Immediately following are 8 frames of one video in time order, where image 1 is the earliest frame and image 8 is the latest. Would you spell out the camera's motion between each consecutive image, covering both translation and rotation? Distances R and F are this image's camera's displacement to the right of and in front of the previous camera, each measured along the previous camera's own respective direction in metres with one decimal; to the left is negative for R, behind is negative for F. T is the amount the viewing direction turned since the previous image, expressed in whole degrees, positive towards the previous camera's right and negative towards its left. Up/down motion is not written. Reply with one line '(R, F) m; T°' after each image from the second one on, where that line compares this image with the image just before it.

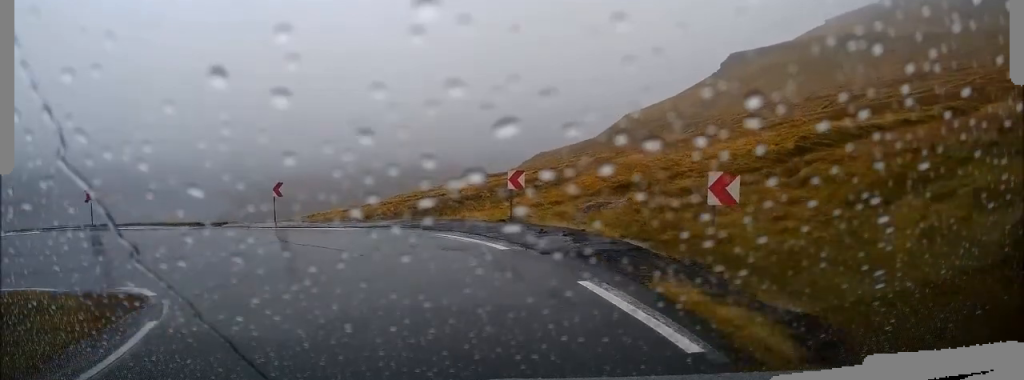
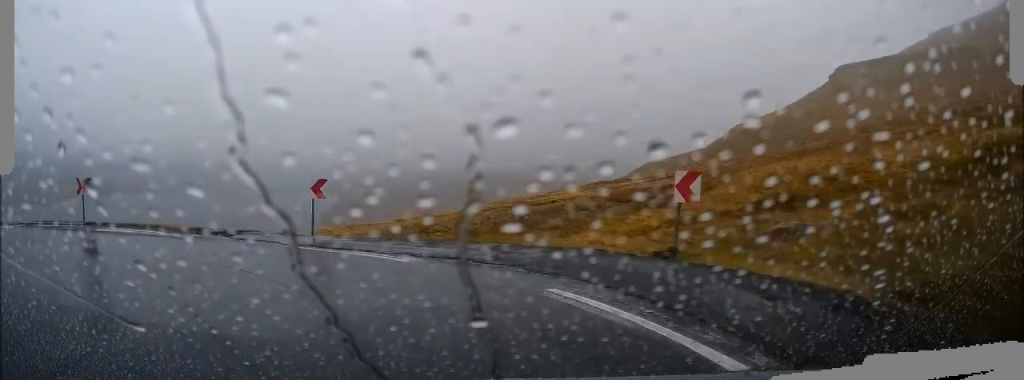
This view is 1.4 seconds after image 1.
(-0.1, +7.8) m; -9°
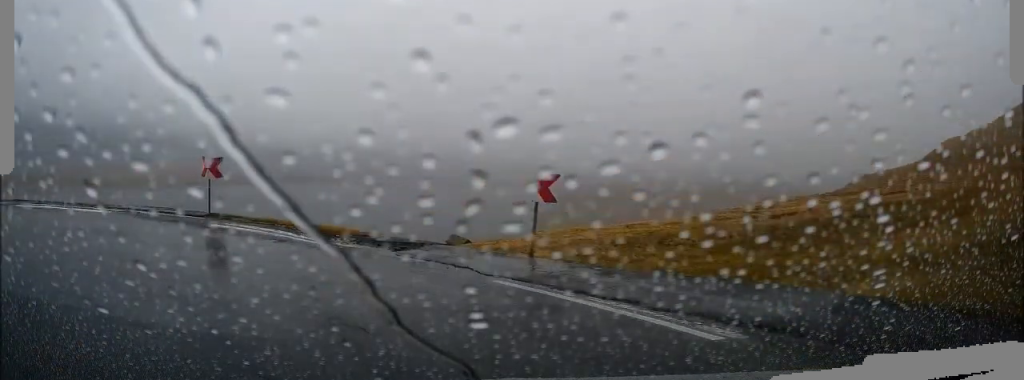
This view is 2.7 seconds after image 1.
(-0.9, +5.5) m; -18°
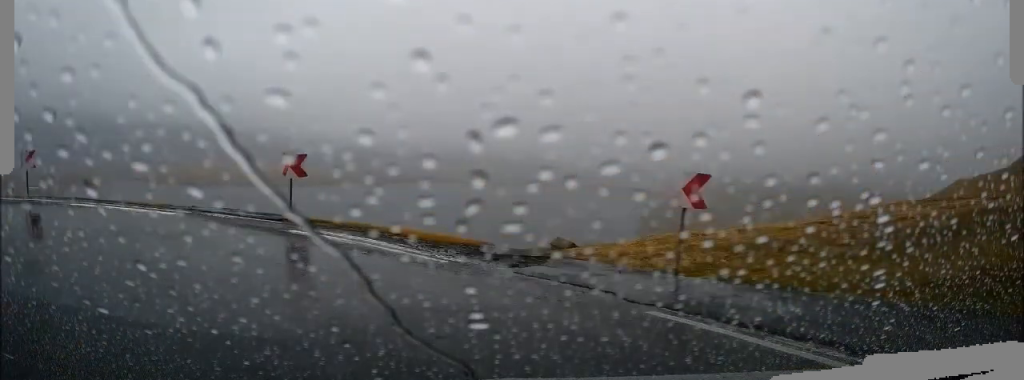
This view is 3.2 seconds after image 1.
(+0.3, +1.9) m; -9°
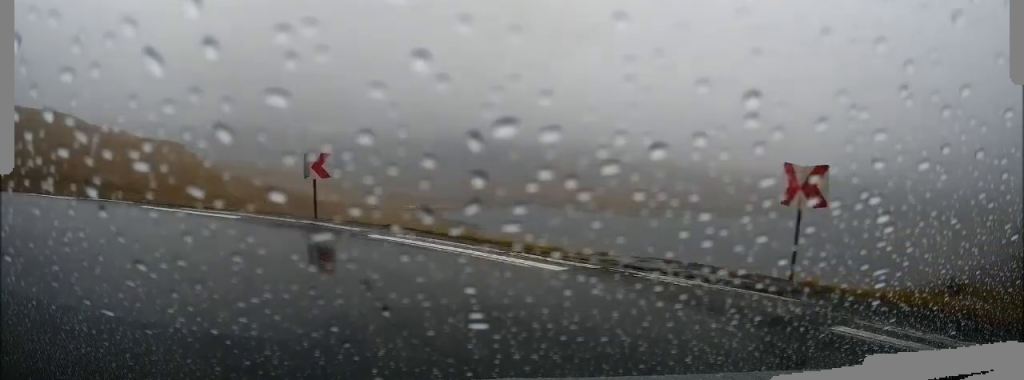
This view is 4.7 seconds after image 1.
(-2.2, +5.8) m; -31°
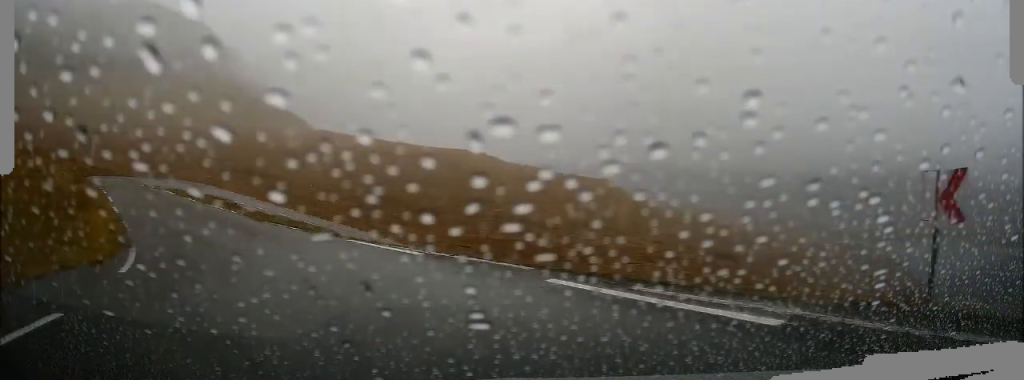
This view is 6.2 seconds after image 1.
(-1.3, +5.8) m; -37°
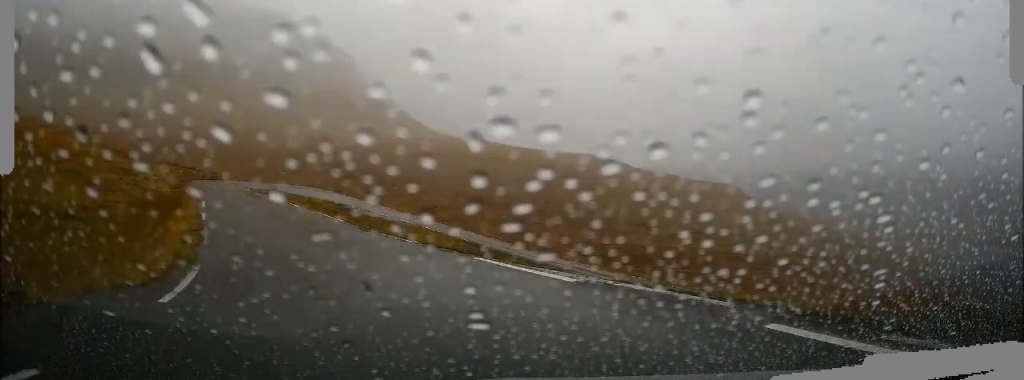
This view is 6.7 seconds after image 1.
(-0.4, +2.0) m; -13°
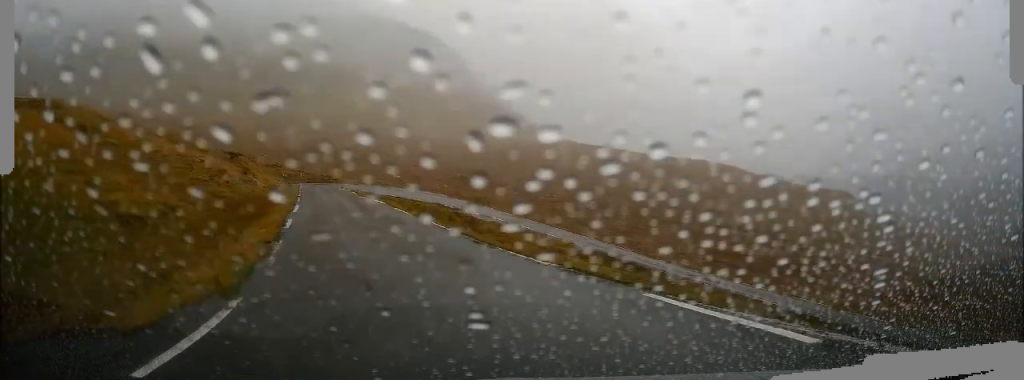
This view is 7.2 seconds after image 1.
(-0.2, +2.5) m; -16°
